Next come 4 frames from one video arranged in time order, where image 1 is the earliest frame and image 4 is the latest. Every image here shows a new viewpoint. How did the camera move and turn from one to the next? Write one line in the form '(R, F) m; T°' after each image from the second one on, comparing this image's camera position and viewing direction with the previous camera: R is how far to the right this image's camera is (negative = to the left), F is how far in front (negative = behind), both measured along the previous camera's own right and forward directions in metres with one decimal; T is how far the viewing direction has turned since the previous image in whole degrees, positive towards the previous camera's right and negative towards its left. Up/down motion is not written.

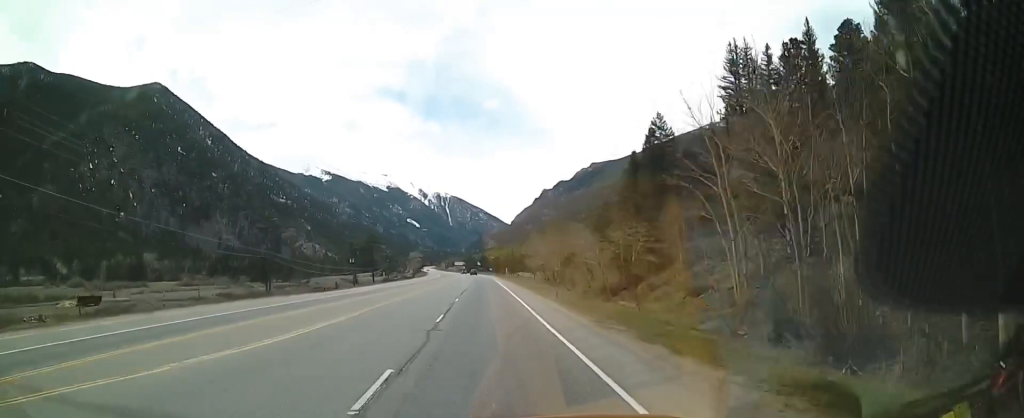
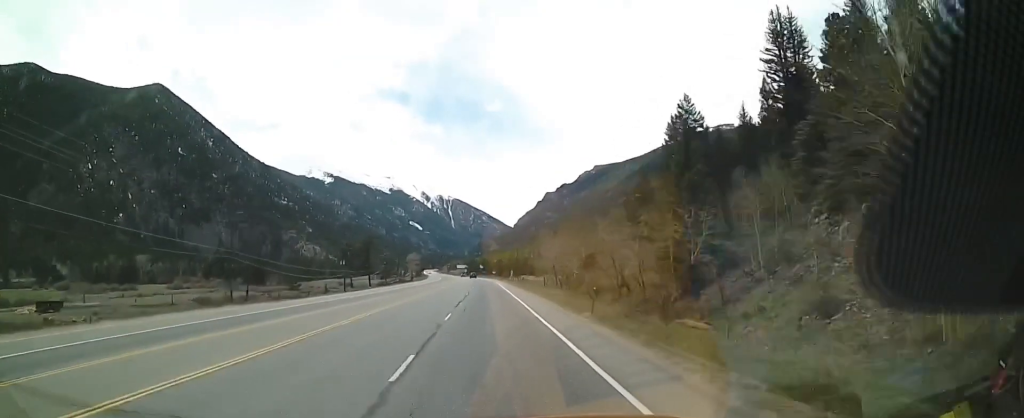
(+0.1, +10.3) m; 0°
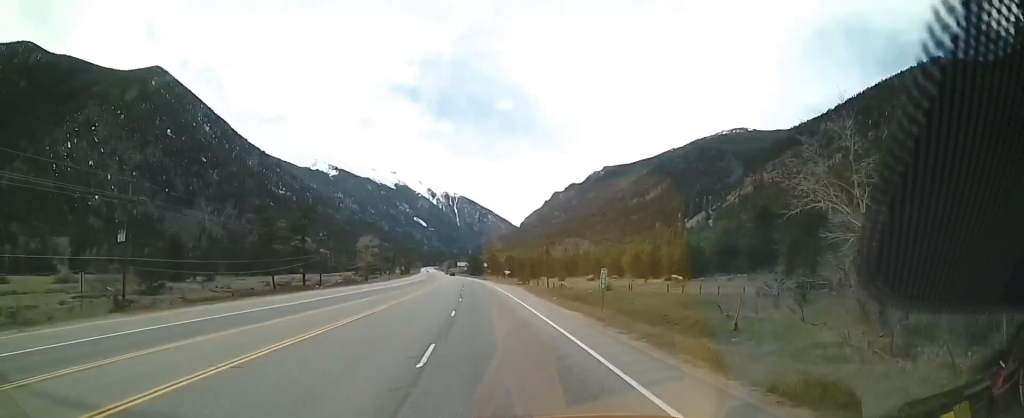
(-0.7, +71.9) m; 0°
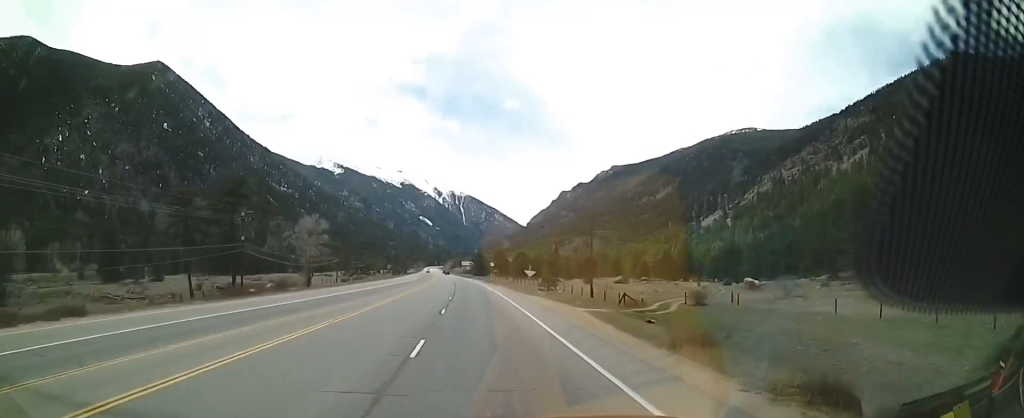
(-0.9, +36.1) m; -2°
